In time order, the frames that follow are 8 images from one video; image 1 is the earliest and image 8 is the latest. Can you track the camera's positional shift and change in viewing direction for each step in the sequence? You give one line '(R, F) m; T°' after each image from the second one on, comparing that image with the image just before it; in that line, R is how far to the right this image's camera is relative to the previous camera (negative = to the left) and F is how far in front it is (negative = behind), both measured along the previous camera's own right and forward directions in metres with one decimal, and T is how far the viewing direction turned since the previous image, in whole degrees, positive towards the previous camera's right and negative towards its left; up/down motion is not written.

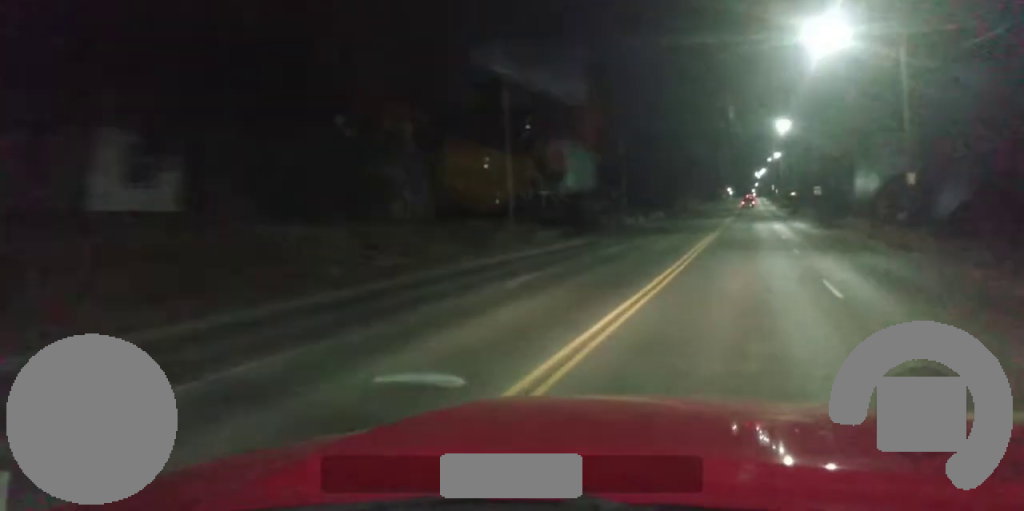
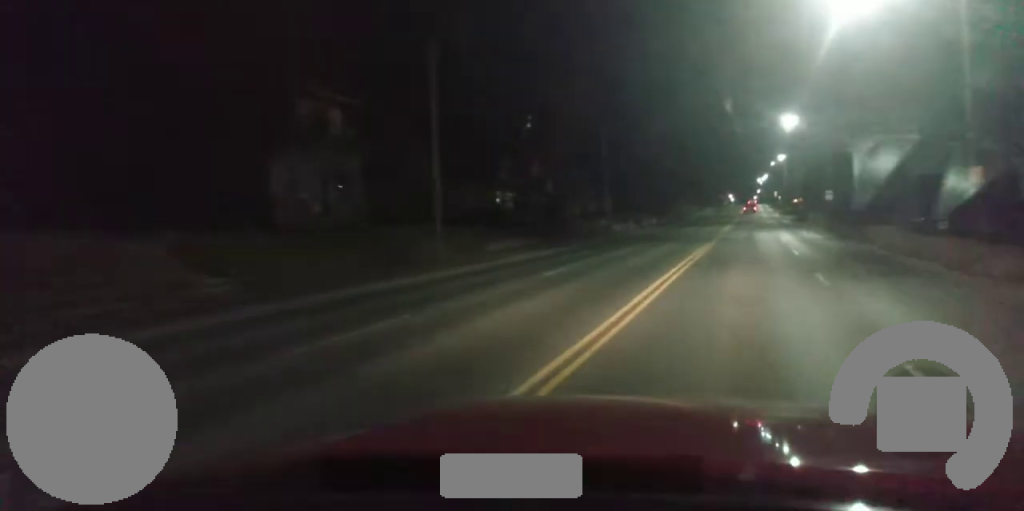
(0.0, +9.4) m; +1°
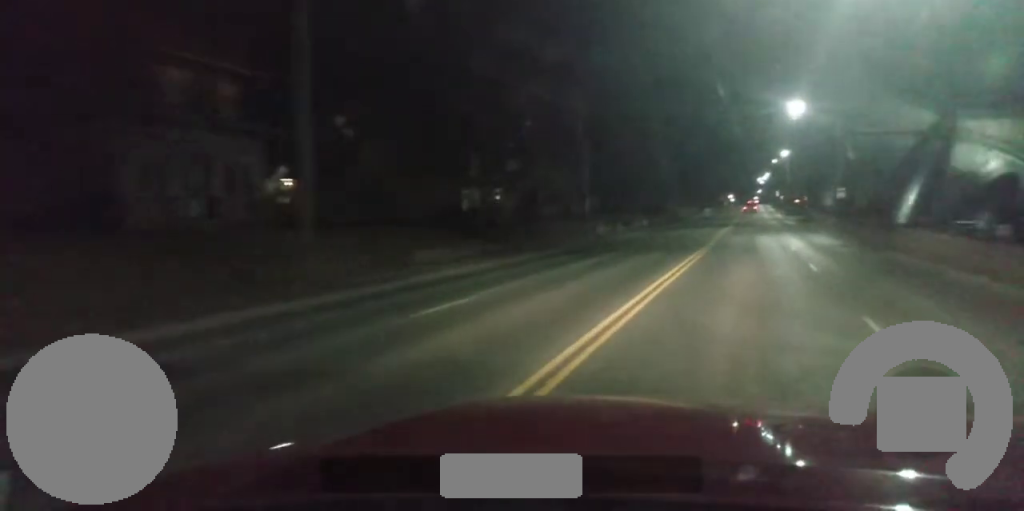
(0.0, +8.8) m; 0°
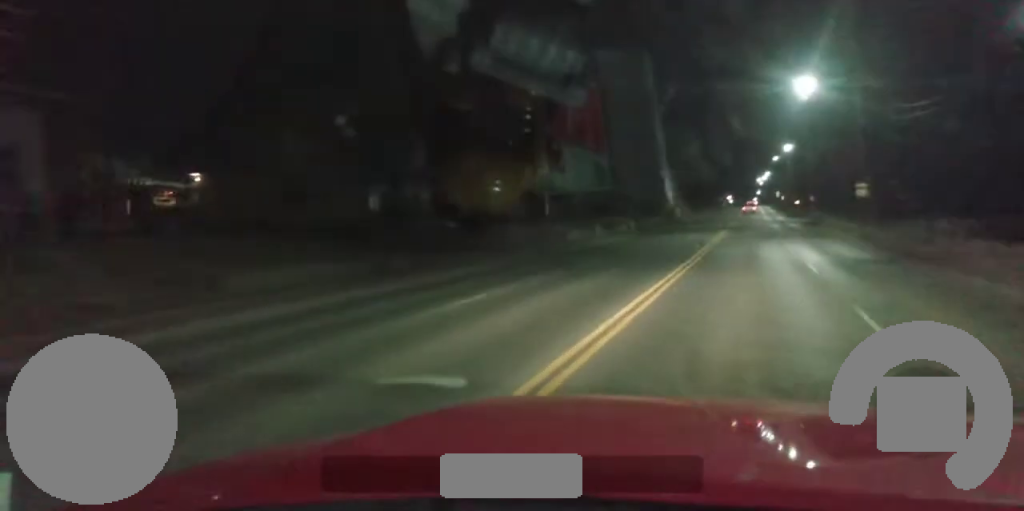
(+0.3, +11.3) m; 0°
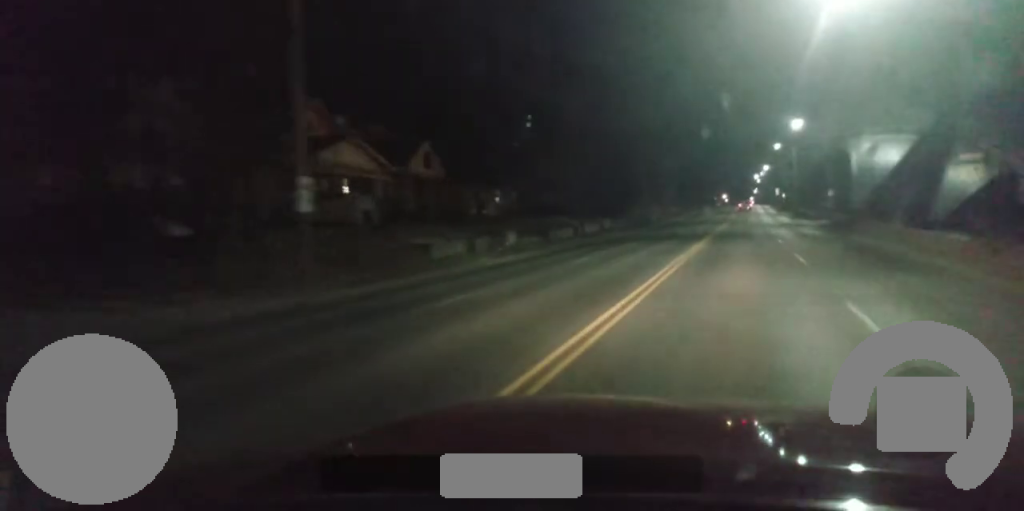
(-0.6, +24.9) m; -2°
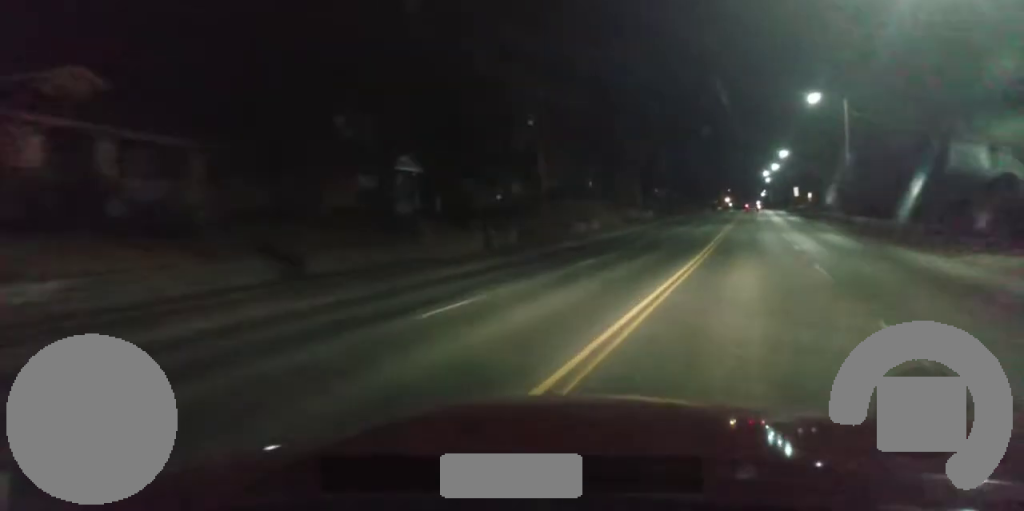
(+2.1, +51.2) m; +3°
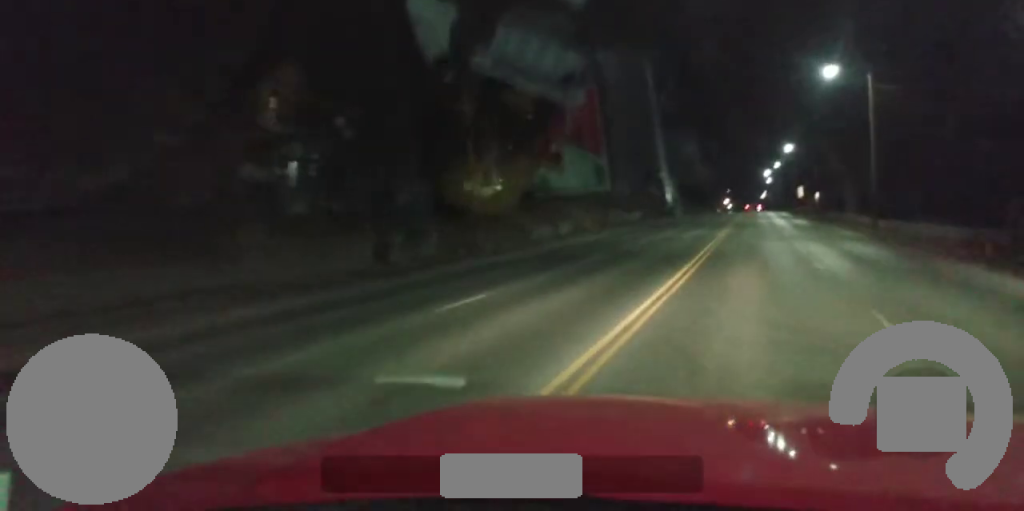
(-0.3, +11.5) m; -1°
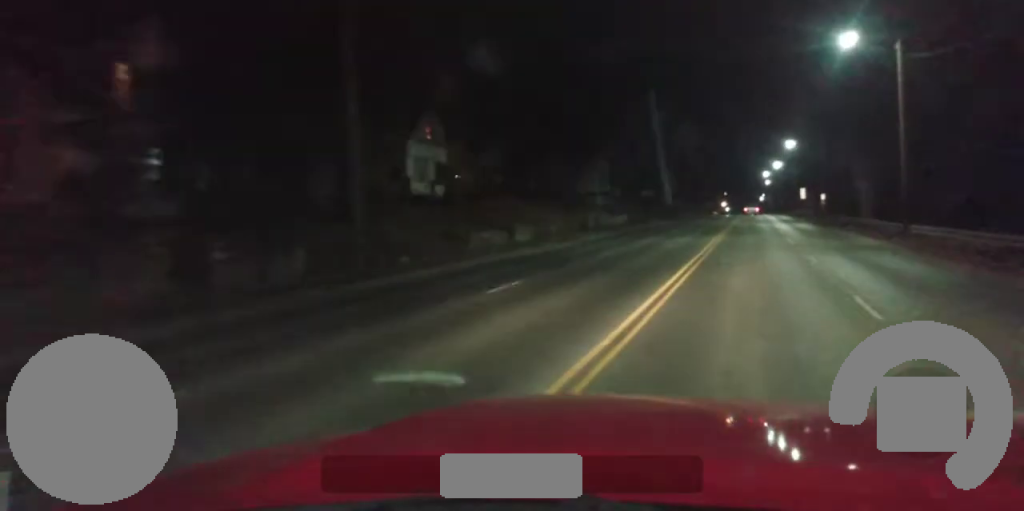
(-0.1, +9.7) m; -1°
